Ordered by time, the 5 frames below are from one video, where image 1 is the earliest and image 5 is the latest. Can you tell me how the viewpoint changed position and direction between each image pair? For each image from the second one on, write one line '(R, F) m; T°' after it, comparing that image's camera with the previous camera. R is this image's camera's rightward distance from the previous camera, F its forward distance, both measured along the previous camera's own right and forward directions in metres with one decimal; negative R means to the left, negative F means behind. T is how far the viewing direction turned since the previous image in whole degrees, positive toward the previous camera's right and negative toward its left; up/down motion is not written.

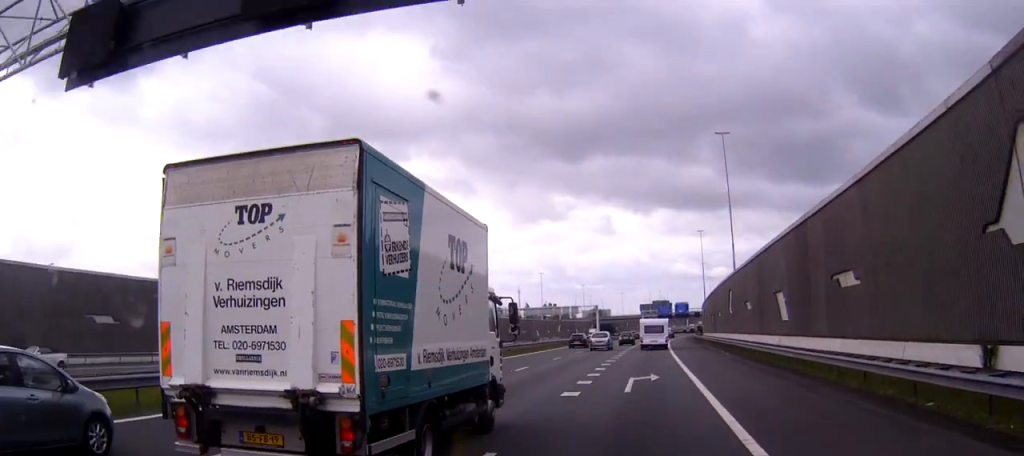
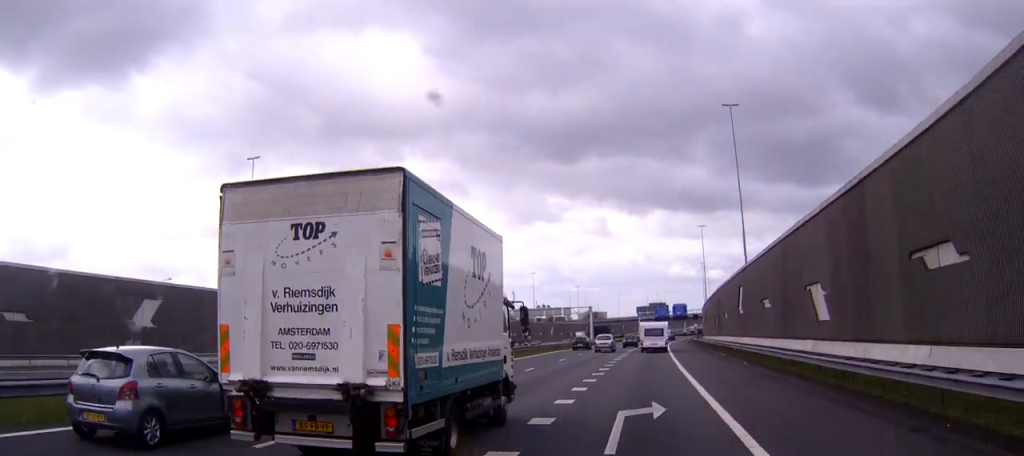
(+0.2, +10.2) m; +1°
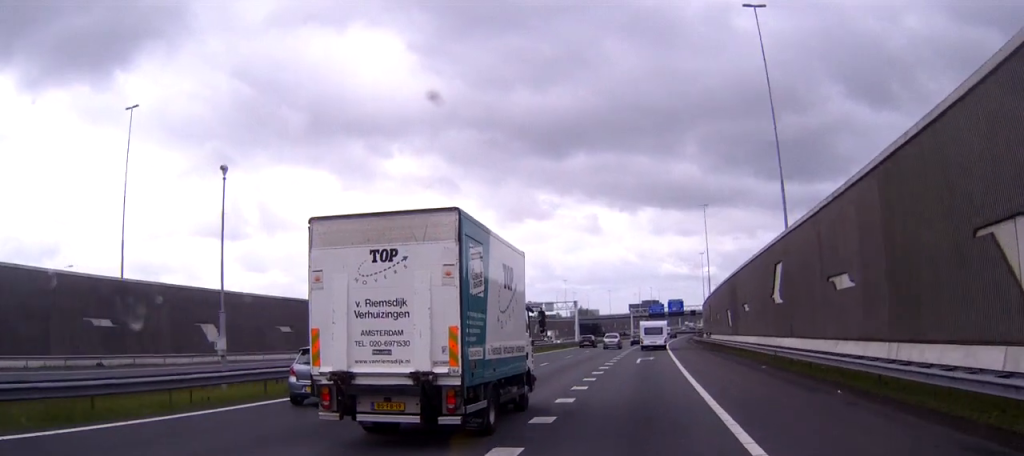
(+0.4, +20.8) m; +1°
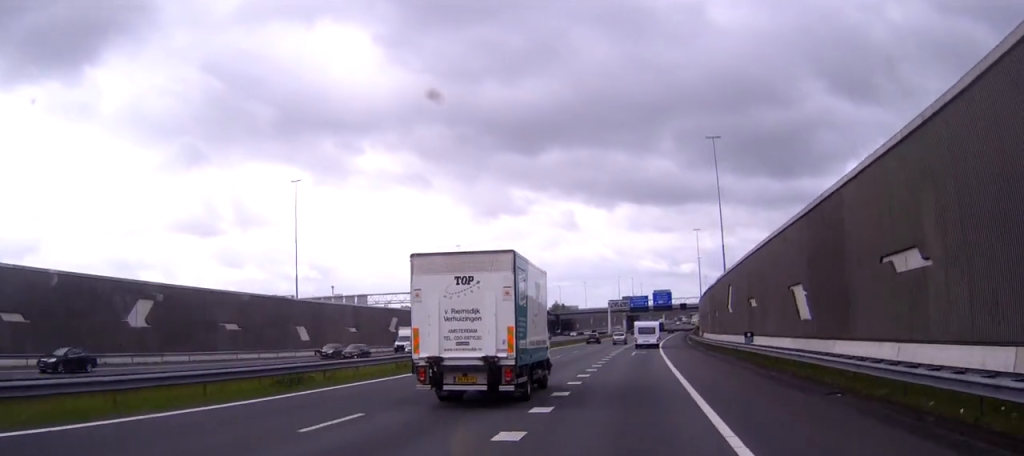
(+0.4, +39.3) m; +1°
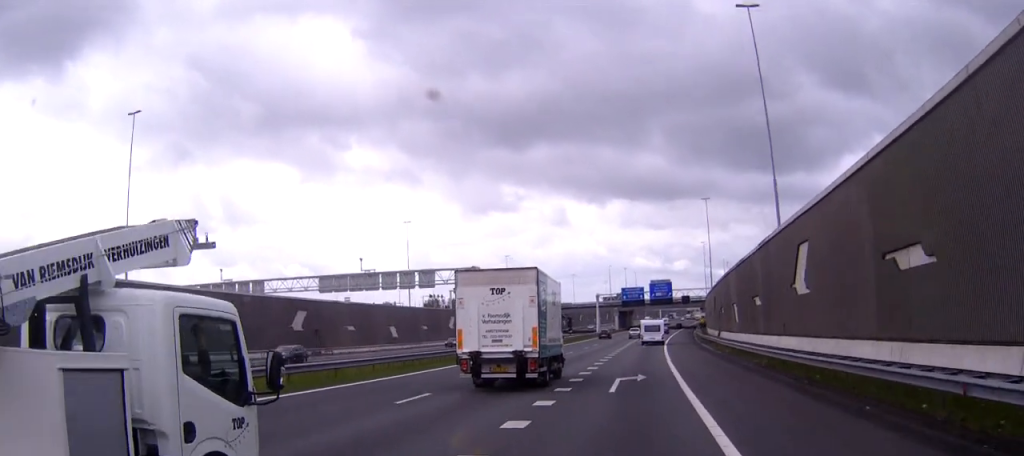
(+0.1, +31.0) m; 0°
